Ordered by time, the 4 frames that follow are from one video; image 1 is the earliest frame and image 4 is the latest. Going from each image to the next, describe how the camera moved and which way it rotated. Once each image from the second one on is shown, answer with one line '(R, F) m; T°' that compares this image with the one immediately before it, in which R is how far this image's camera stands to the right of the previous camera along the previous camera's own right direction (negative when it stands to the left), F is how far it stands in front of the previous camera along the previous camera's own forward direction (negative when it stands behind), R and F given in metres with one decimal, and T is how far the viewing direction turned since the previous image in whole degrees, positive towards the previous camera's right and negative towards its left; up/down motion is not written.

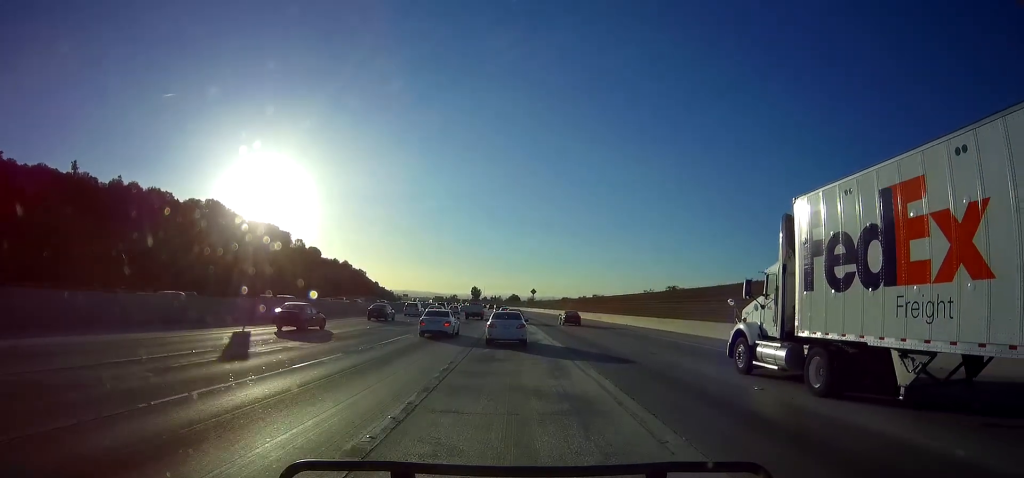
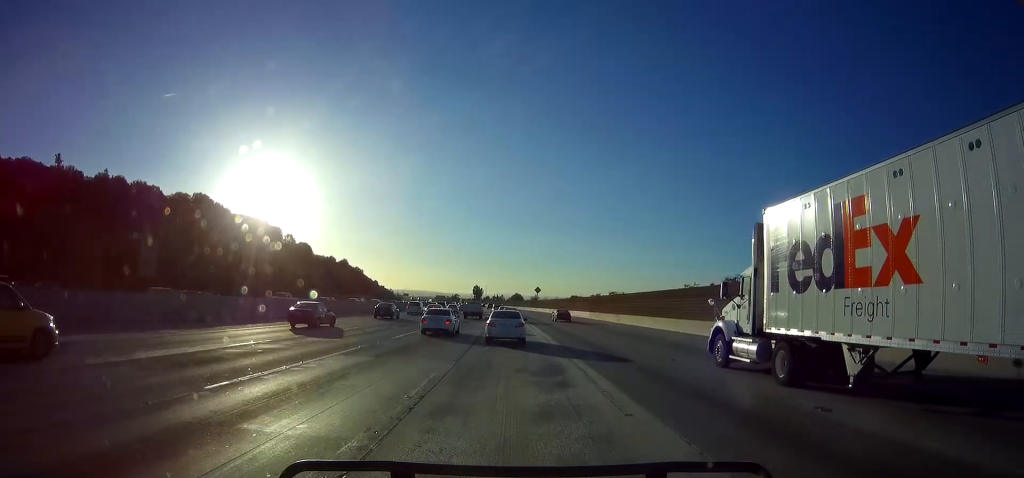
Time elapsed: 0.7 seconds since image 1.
(-0.1, +11.7) m; -1°
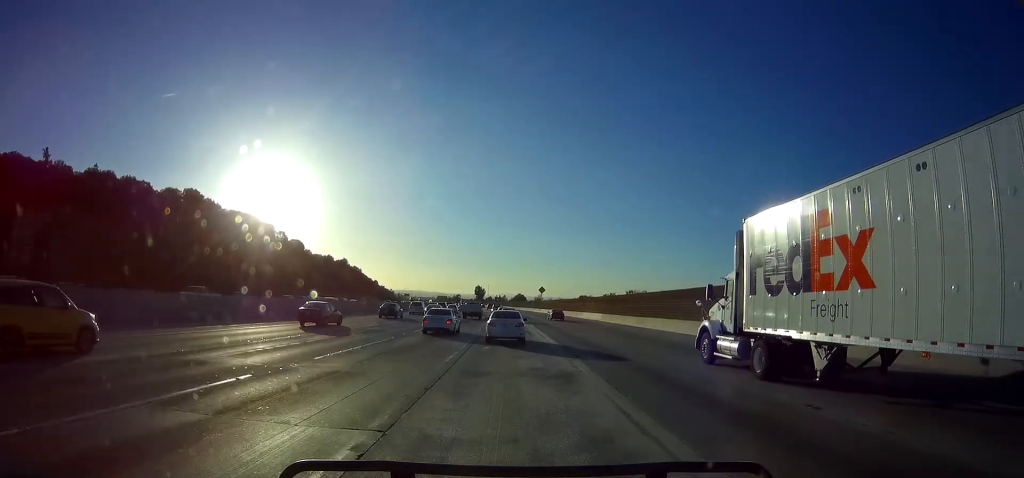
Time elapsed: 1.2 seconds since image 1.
(-0.1, +8.8) m; 0°
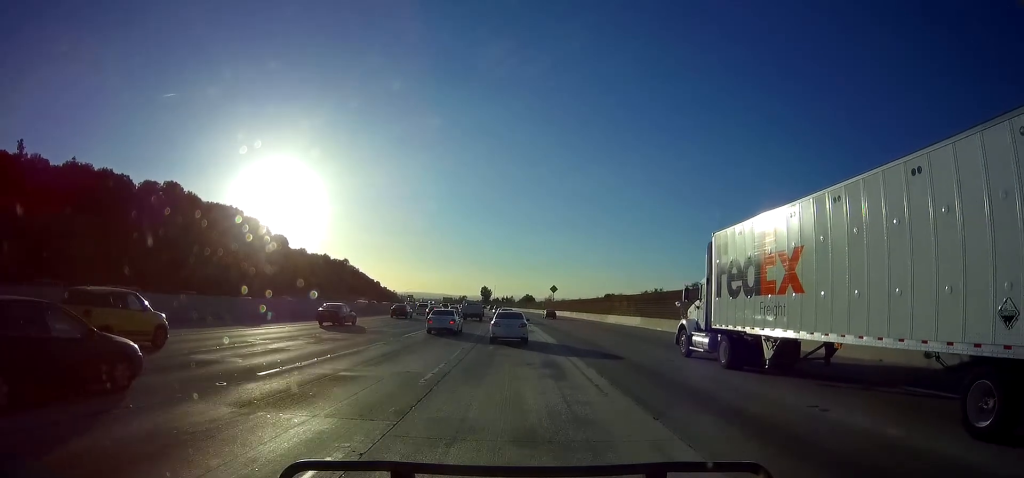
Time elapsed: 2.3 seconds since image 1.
(-0.1, +18.1) m; 0°
